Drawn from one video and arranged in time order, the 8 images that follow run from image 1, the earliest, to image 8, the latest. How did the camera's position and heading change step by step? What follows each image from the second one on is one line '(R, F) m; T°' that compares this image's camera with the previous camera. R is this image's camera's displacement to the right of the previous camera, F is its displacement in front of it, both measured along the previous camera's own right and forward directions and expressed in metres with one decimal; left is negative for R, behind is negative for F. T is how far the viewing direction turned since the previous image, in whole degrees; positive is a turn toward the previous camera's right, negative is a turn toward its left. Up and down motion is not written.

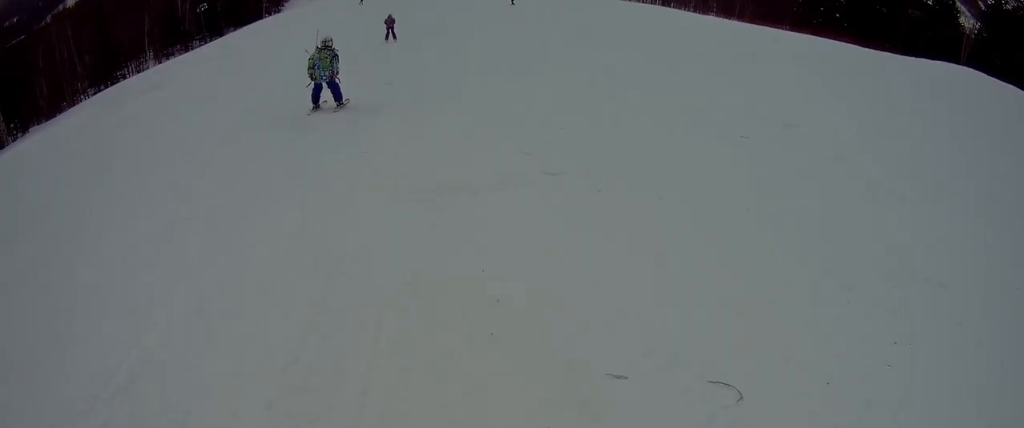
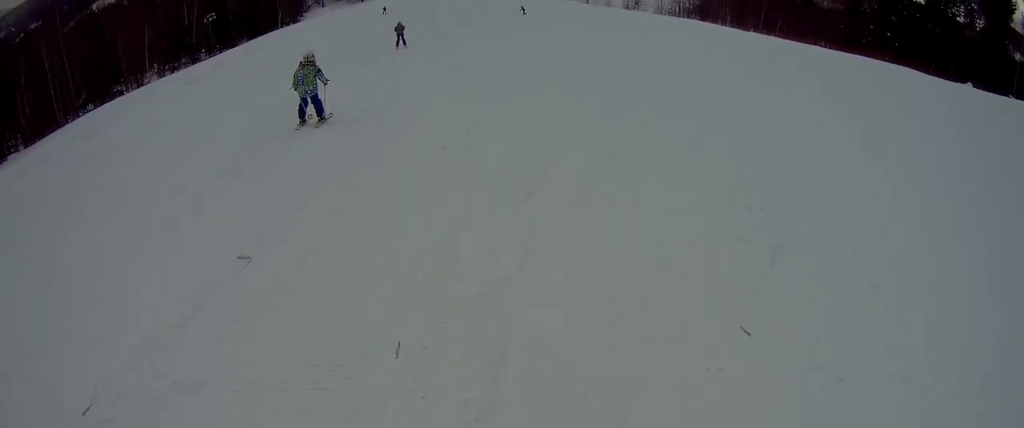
(+0.5, +10.0) m; -4°
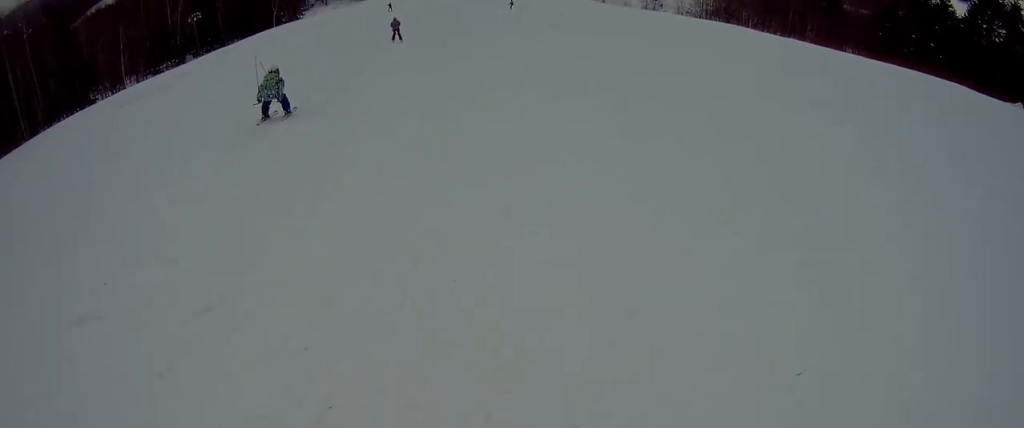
(-1.3, +11.5) m; -5°
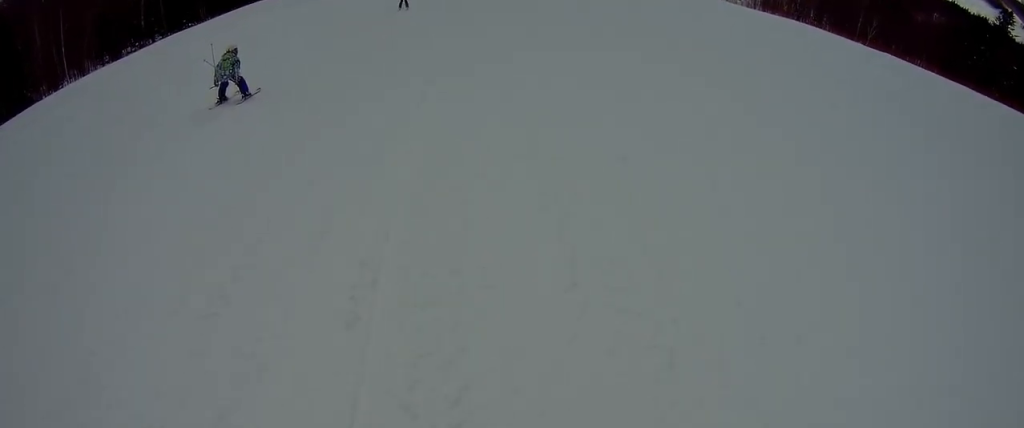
(+0.7, +21.1) m; 0°
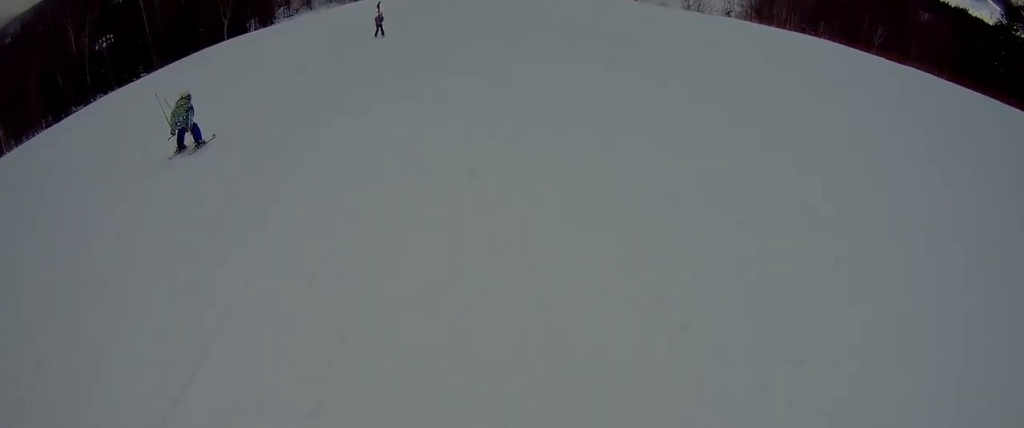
(-0.4, +11.0) m; 0°
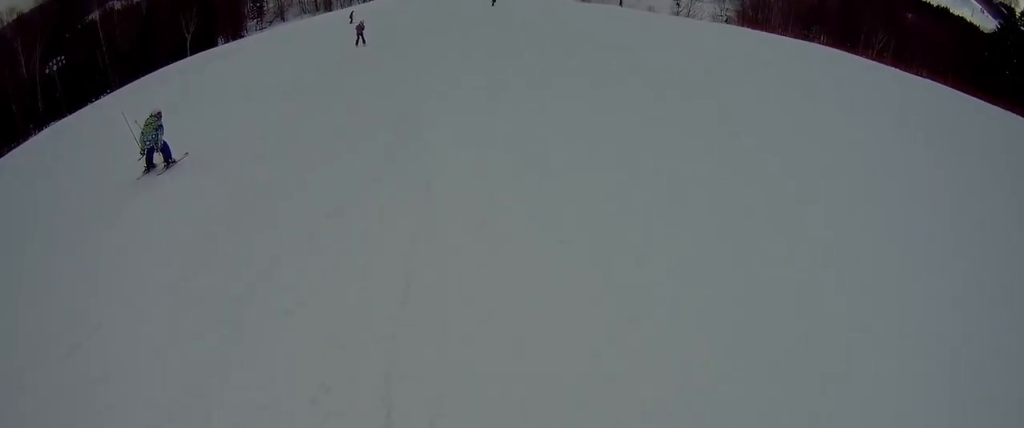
(+0.1, +7.6) m; +2°
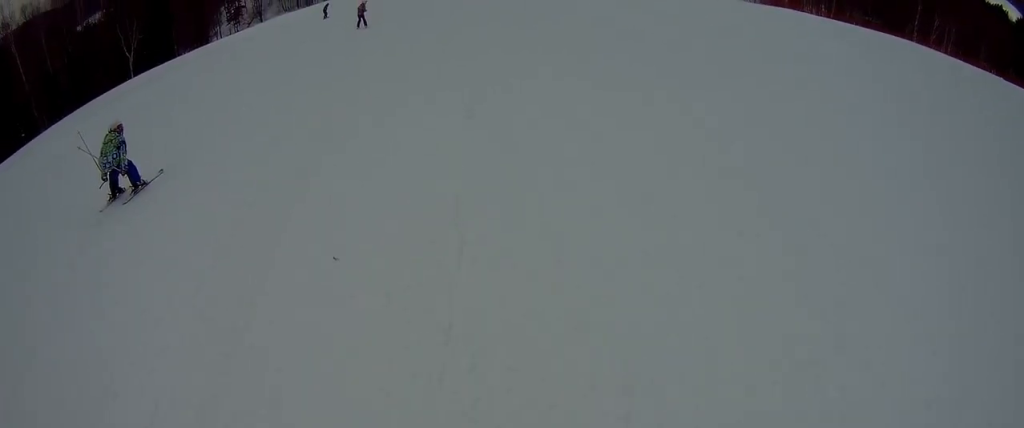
(+1.1, +18.2) m; +1°
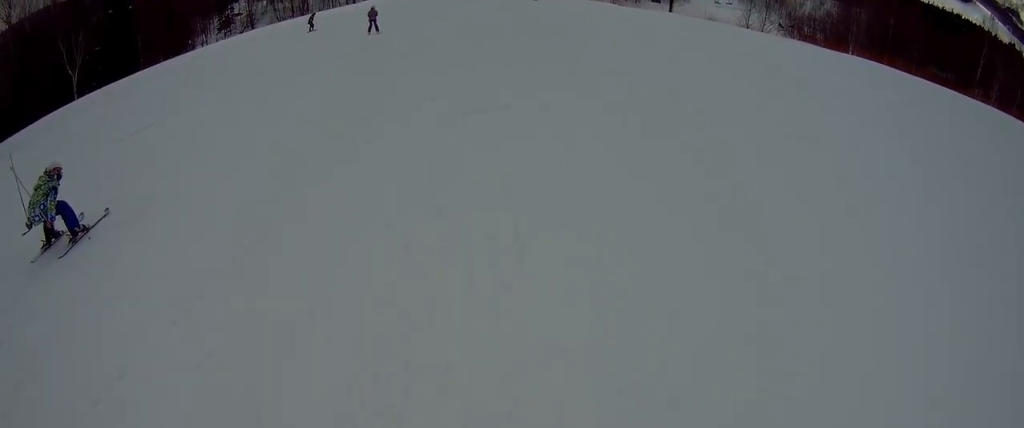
(-1.1, +15.8) m; -3°
